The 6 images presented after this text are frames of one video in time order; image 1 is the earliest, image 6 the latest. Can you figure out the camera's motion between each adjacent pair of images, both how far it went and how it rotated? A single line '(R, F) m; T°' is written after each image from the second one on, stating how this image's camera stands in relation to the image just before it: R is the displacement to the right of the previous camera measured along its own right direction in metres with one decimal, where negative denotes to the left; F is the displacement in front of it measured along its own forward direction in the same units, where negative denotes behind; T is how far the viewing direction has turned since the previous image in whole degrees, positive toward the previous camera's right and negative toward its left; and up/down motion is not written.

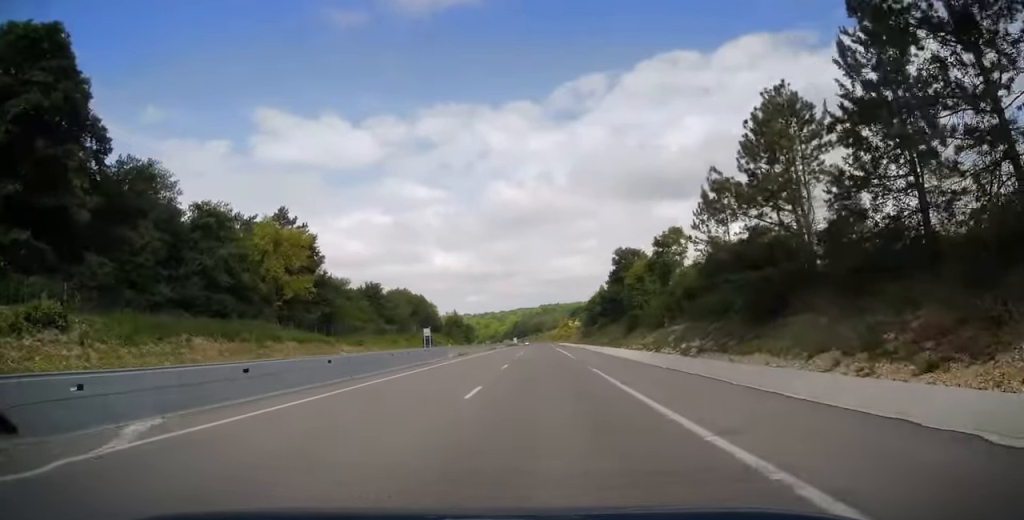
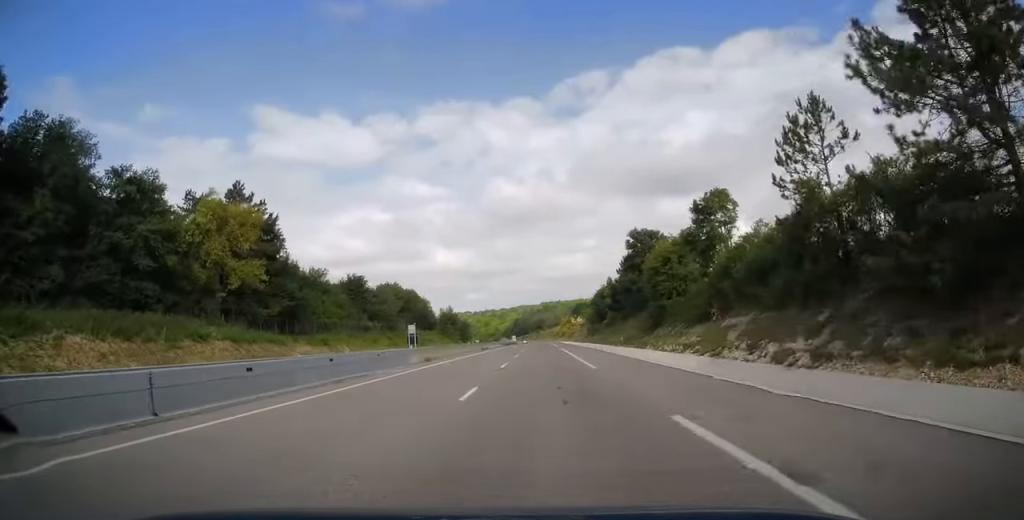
(0.0, +13.9) m; 0°
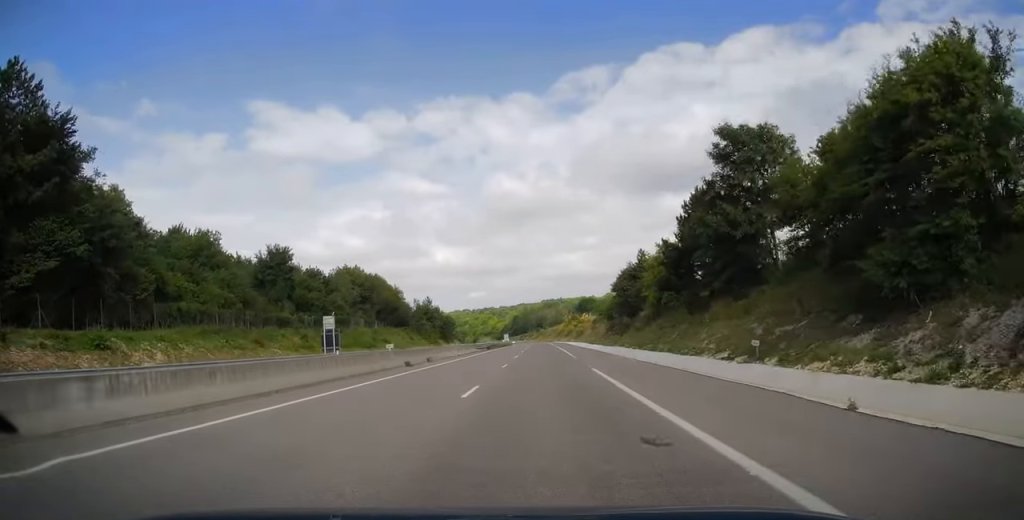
(0.0, +38.6) m; 0°
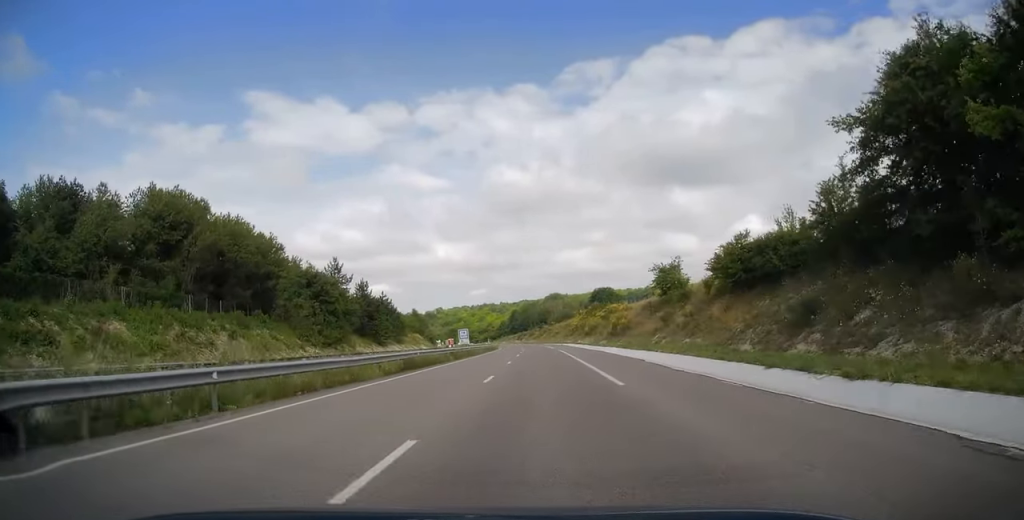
(-0.2, +74.3) m; -1°
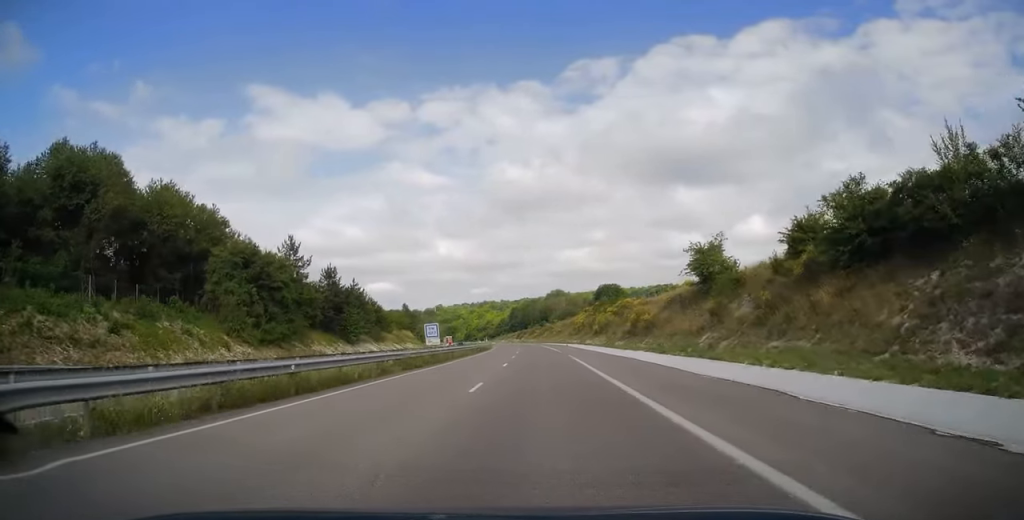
(-0.2, +16.3) m; 0°
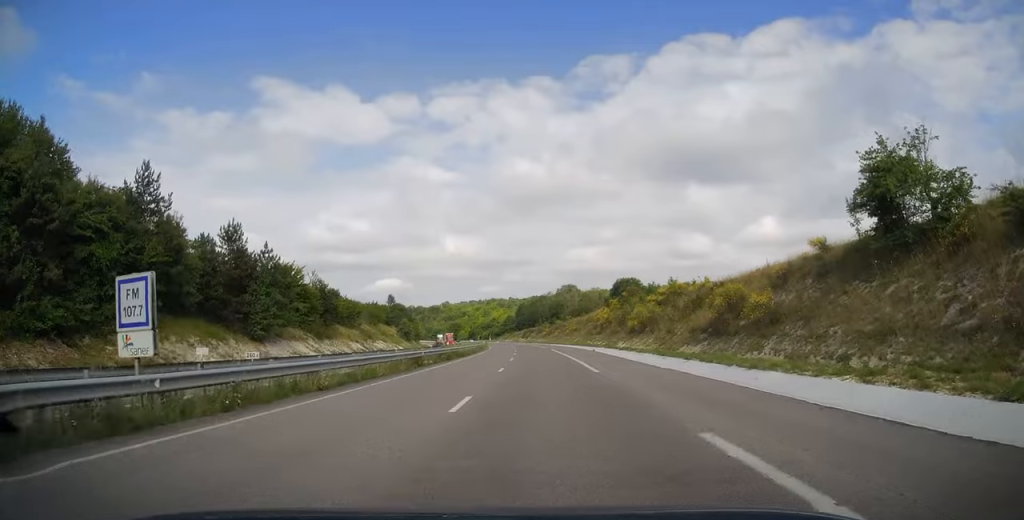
(-0.2, +30.2) m; -1°
